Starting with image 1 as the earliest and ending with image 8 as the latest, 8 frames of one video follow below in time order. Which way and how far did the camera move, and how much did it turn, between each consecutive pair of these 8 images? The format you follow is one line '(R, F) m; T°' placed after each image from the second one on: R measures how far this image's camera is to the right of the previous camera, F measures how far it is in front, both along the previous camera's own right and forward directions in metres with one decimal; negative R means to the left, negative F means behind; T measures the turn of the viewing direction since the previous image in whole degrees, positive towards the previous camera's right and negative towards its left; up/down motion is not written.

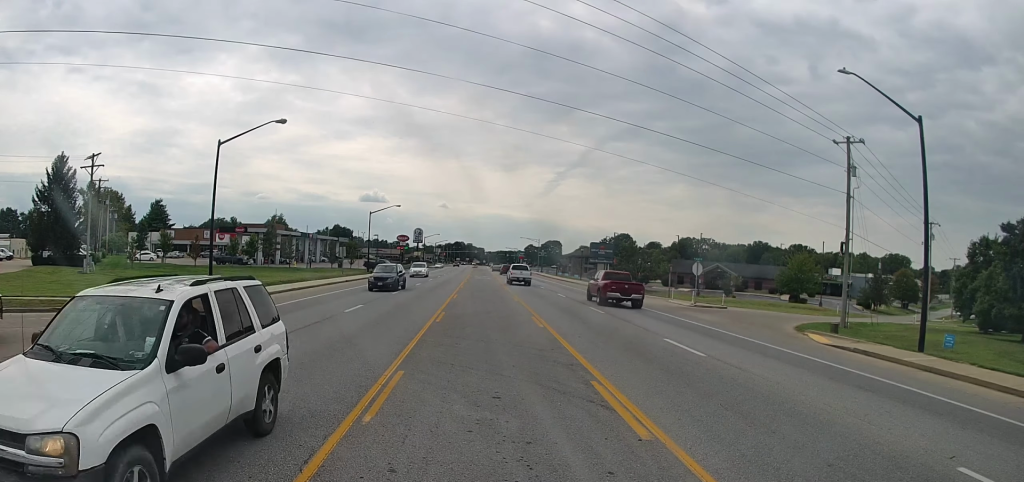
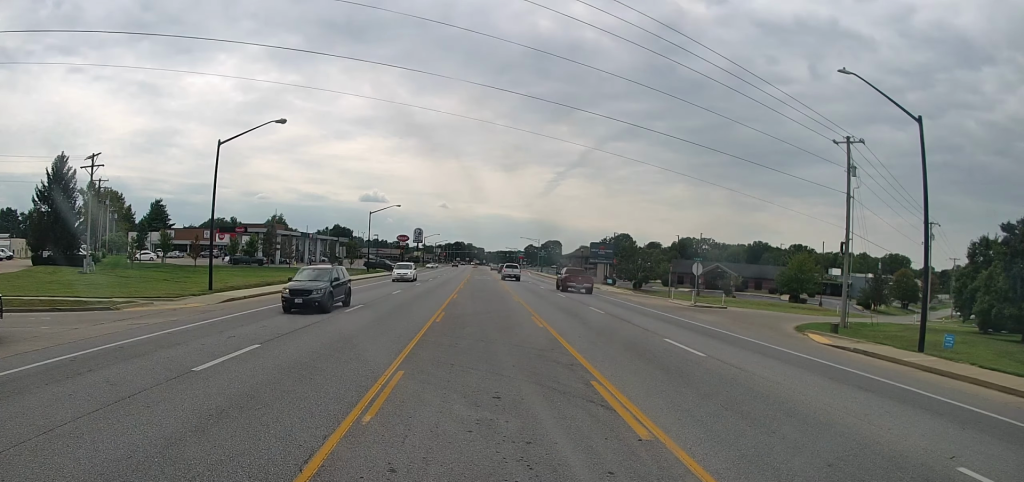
(0.0, 0.0) m; 0°
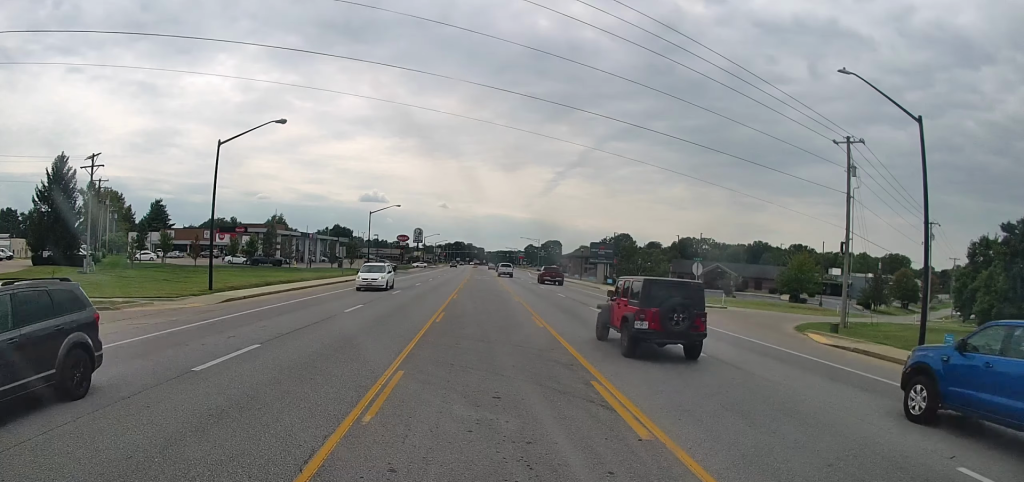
(0.0, 0.0) m; 0°
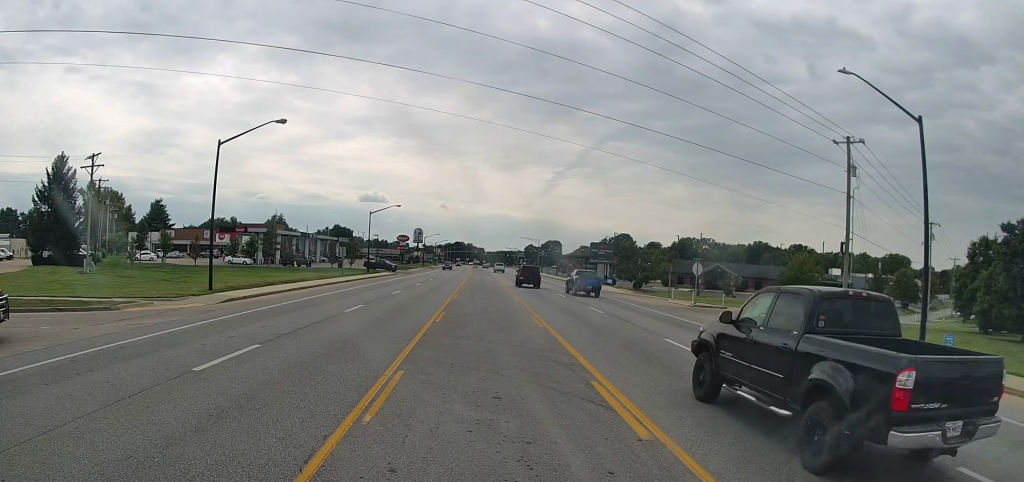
(0.0, 0.0) m; 0°
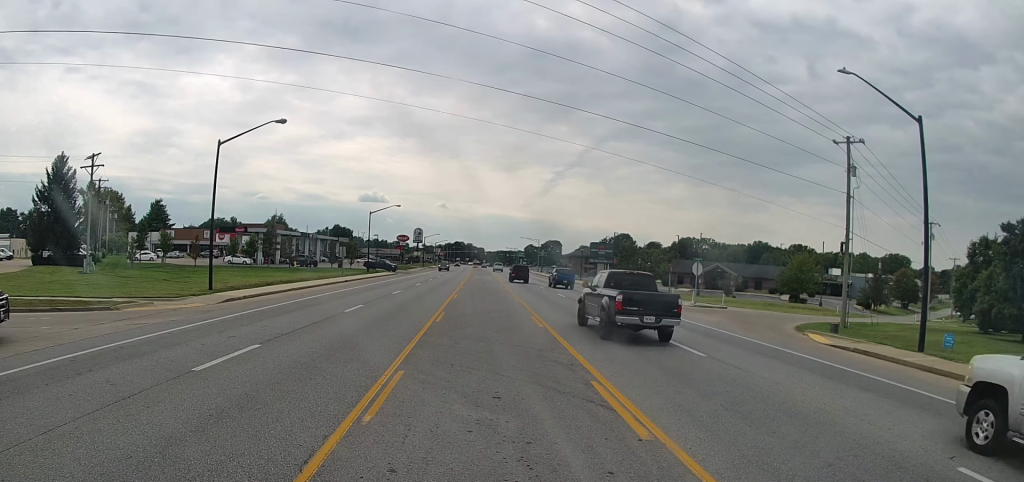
(0.0, 0.0) m; 0°
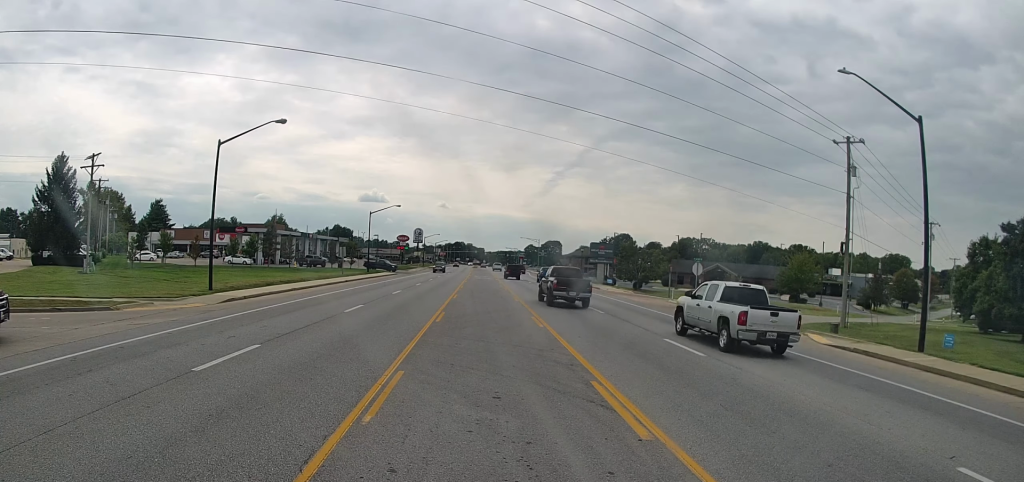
(0.0, 0.0) m; 0°
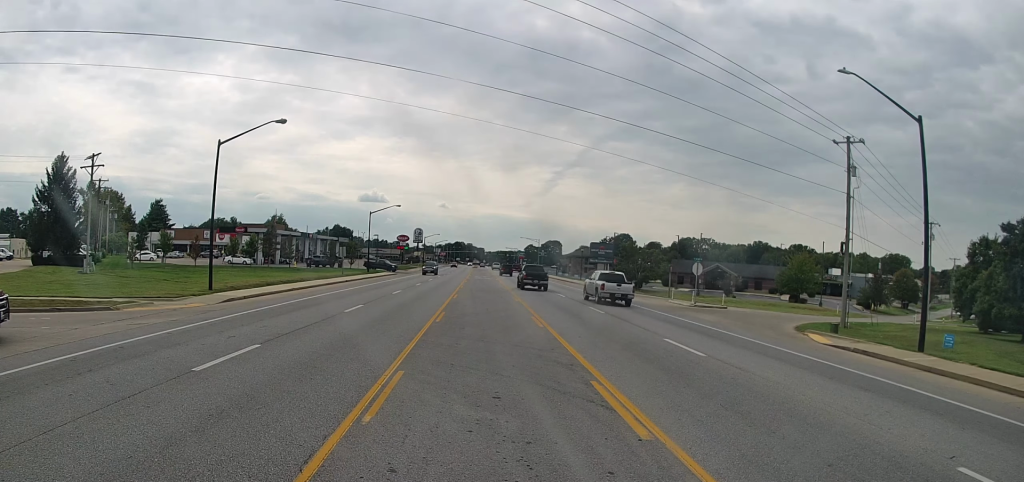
(0.0, 0.0) m; 0°
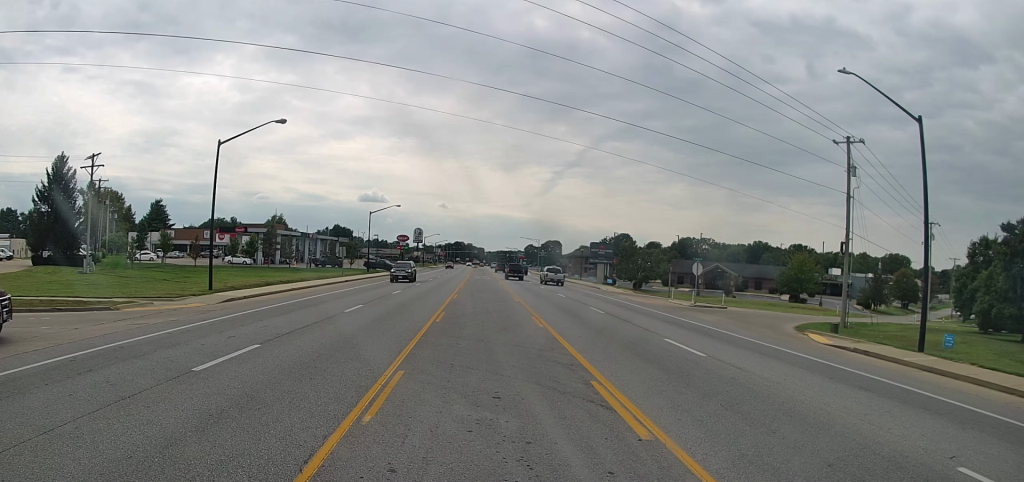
(0.0, 0.0) m; 0°
